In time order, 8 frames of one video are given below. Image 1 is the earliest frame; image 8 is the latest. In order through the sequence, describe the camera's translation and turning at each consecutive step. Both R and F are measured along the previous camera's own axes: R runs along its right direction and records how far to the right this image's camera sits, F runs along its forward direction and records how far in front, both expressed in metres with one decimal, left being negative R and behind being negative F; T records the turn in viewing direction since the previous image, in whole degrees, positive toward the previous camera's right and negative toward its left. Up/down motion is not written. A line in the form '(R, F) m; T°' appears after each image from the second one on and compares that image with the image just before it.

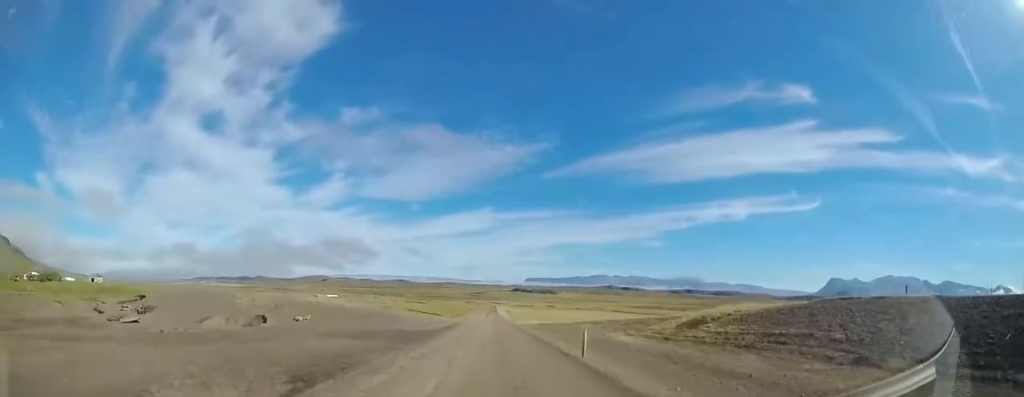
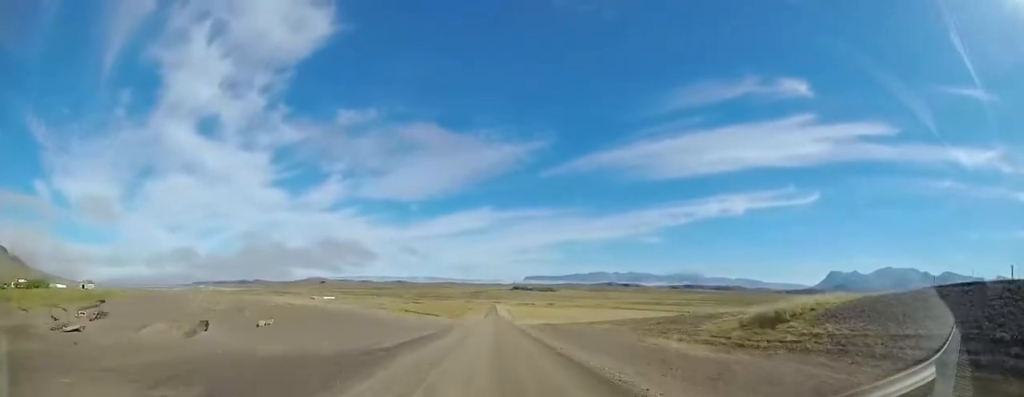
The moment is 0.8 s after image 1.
(+0.1, +12.1) m; +1°
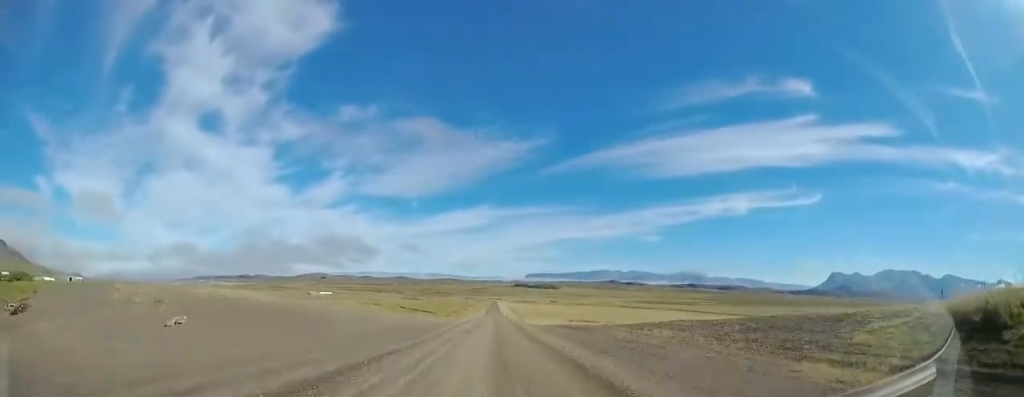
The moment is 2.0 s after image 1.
(+0.1, +18.1) m; -1°
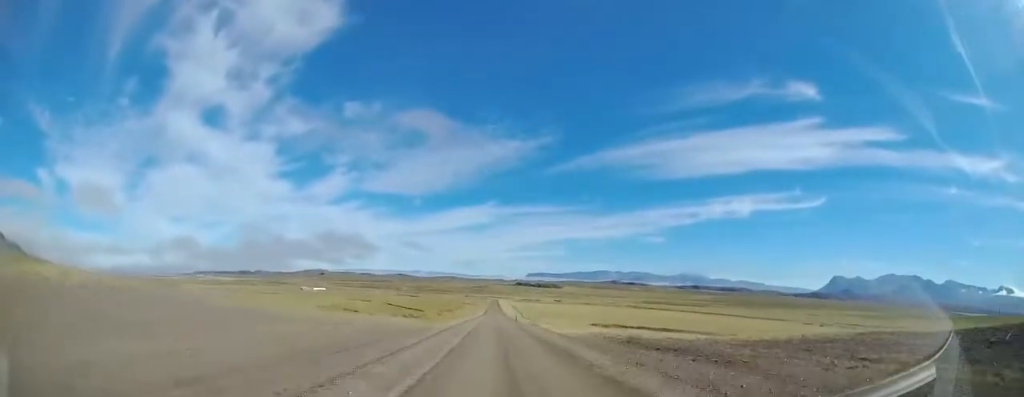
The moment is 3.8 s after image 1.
(-1.0, +26.8) m; -3°
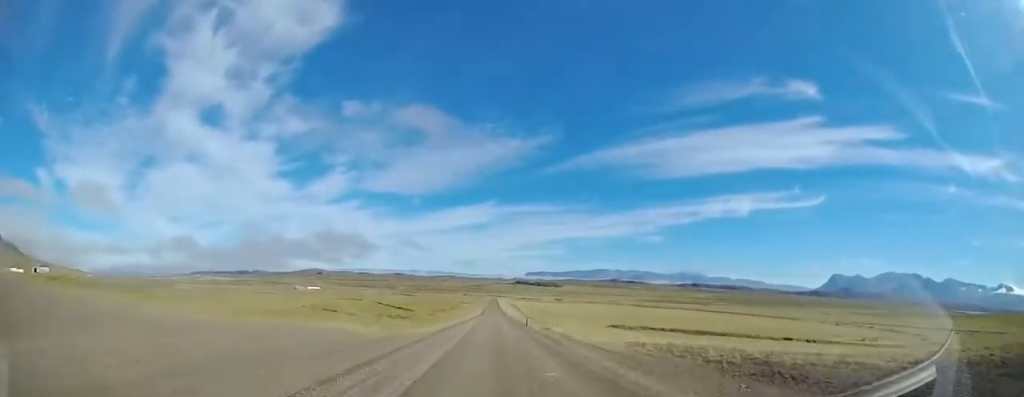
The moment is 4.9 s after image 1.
(+0.1, +17.2) m; +2°
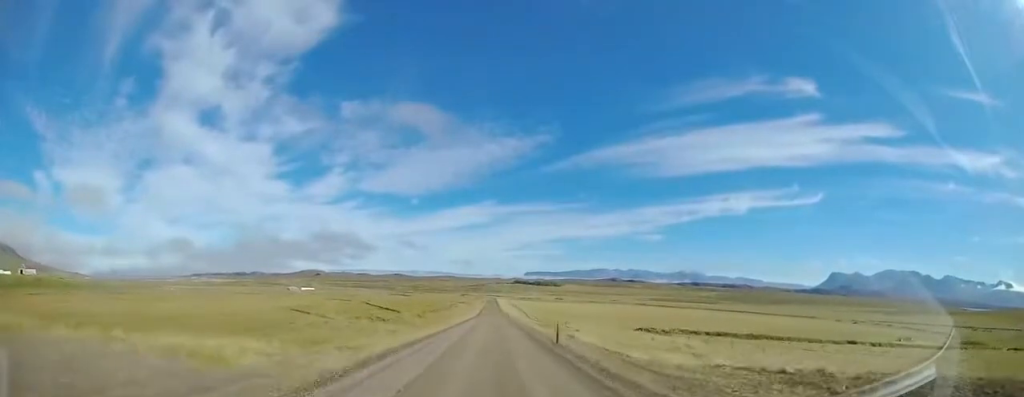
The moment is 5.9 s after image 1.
(+0.4, +15.9) m; +1°
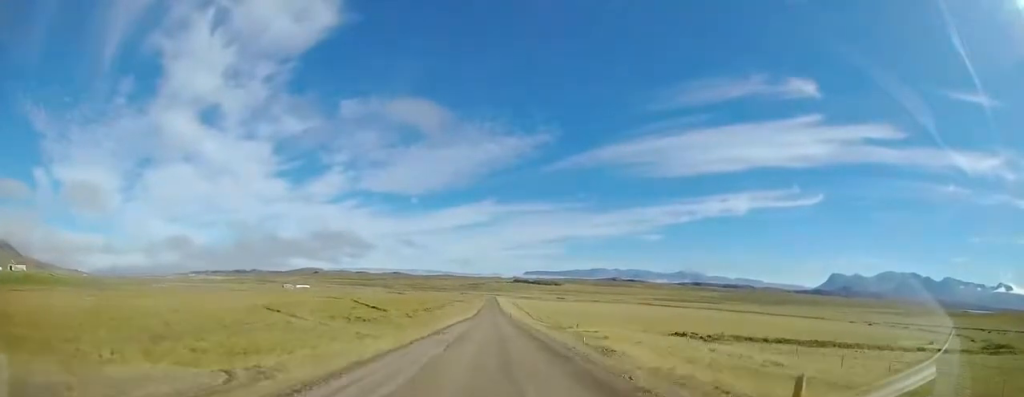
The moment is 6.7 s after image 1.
(0.0, +13.5) m; -1°
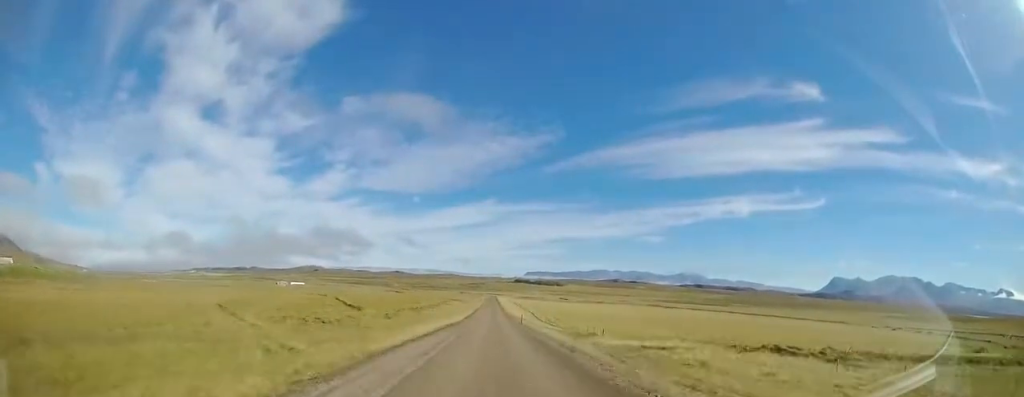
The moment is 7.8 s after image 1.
(-0.3, +18.6) m; 0°
